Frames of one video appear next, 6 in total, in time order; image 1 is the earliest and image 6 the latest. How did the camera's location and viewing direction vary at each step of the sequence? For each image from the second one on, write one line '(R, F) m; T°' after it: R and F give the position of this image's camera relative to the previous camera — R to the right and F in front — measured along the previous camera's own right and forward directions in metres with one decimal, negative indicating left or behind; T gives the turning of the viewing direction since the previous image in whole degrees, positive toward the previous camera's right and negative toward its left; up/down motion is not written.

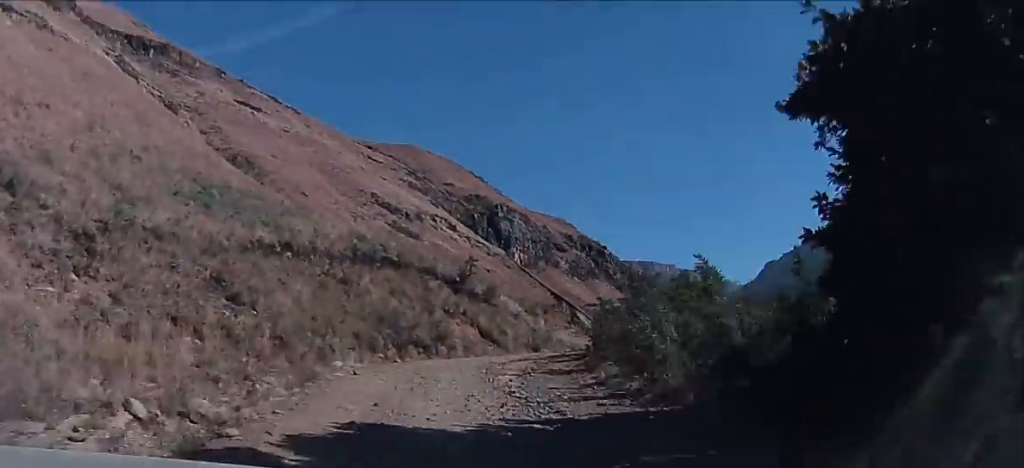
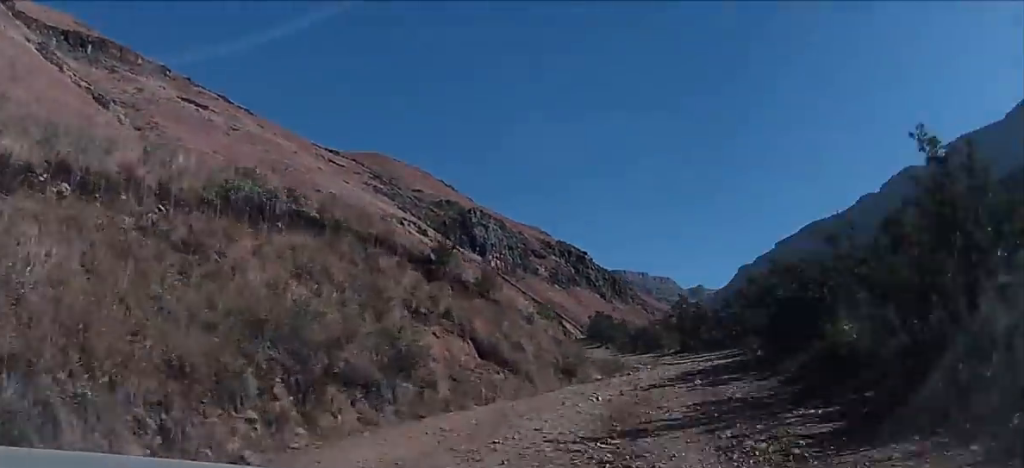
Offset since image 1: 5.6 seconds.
(-0.6, +21.1) m; +8°
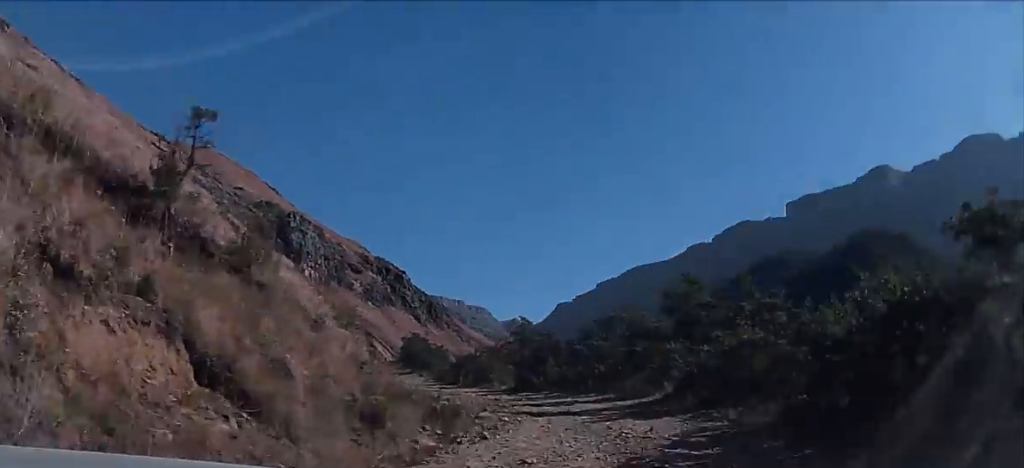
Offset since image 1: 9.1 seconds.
(+1.9, +12.2) m; +1°
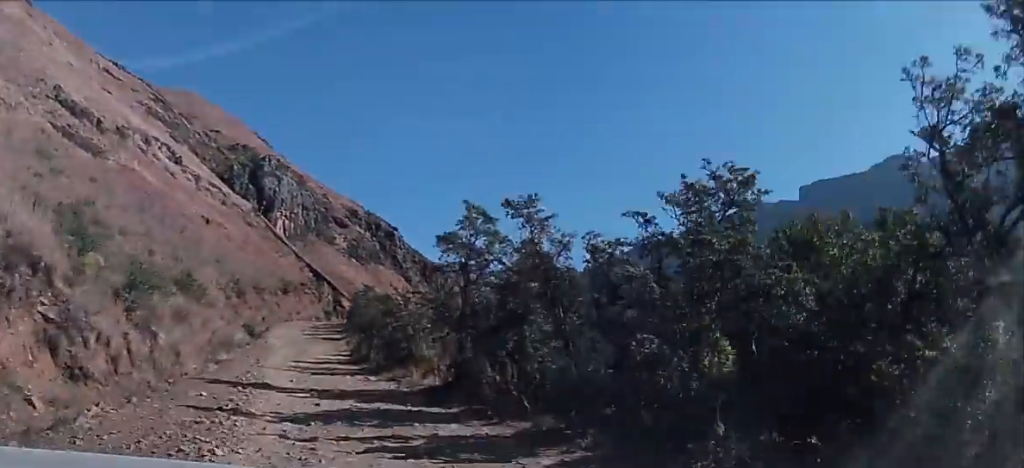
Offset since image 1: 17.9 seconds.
(+1.4, +30.9) m; -4°
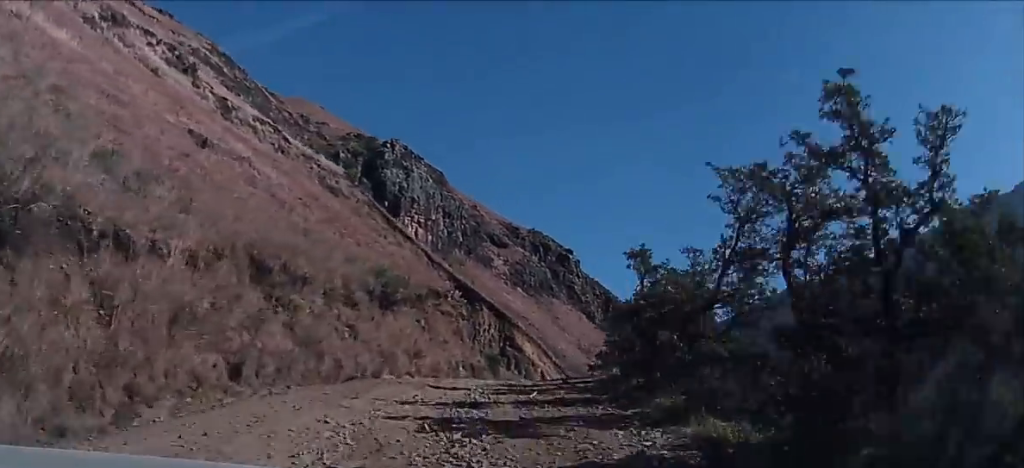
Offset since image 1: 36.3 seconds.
(-5.0, +64.1) m; 0°
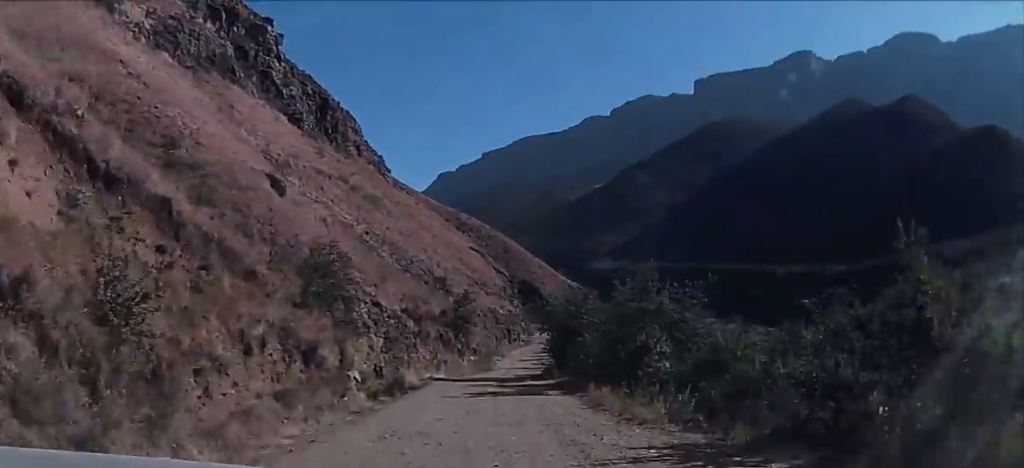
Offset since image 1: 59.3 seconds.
(+16.4, +81.0) m; +21°
